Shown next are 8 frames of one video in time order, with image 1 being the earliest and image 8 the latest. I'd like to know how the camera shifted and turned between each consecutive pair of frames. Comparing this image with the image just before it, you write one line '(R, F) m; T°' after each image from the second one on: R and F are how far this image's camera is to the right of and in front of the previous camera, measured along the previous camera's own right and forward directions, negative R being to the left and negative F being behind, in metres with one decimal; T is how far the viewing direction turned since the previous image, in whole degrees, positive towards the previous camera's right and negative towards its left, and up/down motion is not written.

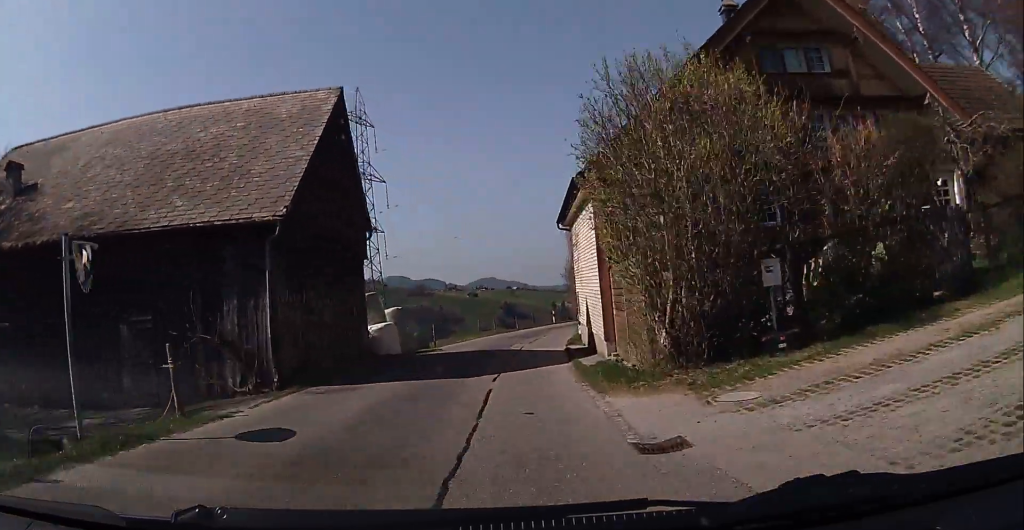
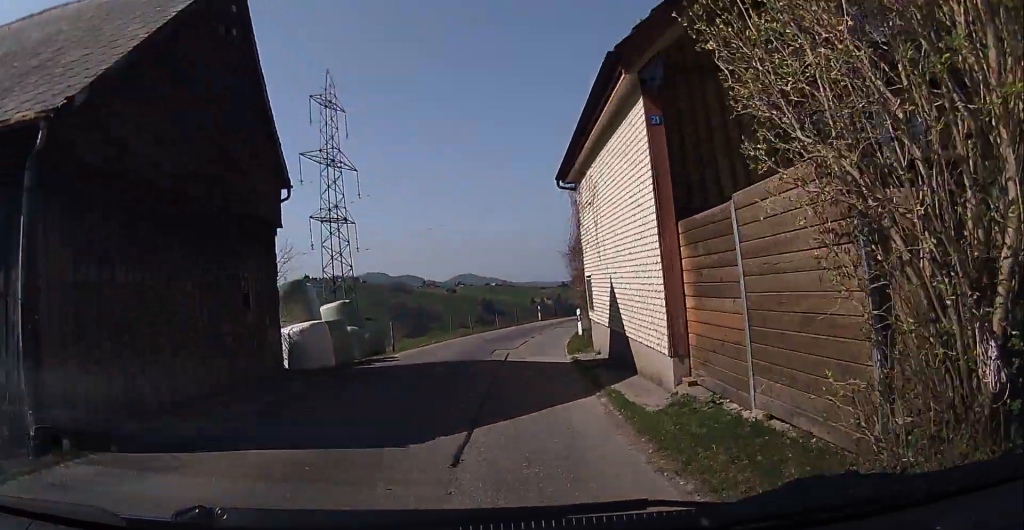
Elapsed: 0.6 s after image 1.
(+0.2, +7.1) m; +1°
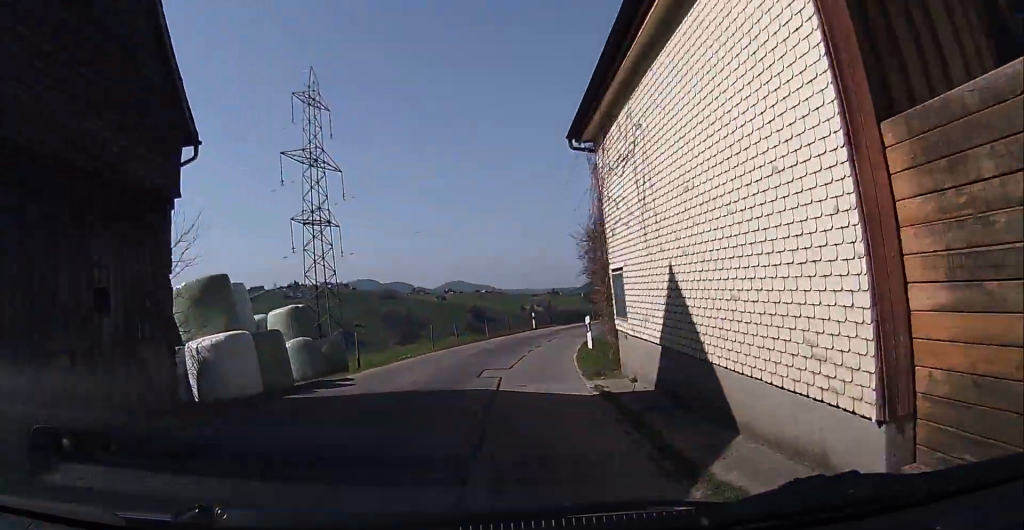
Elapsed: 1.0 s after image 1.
(0.0, +4.7) m; +1°
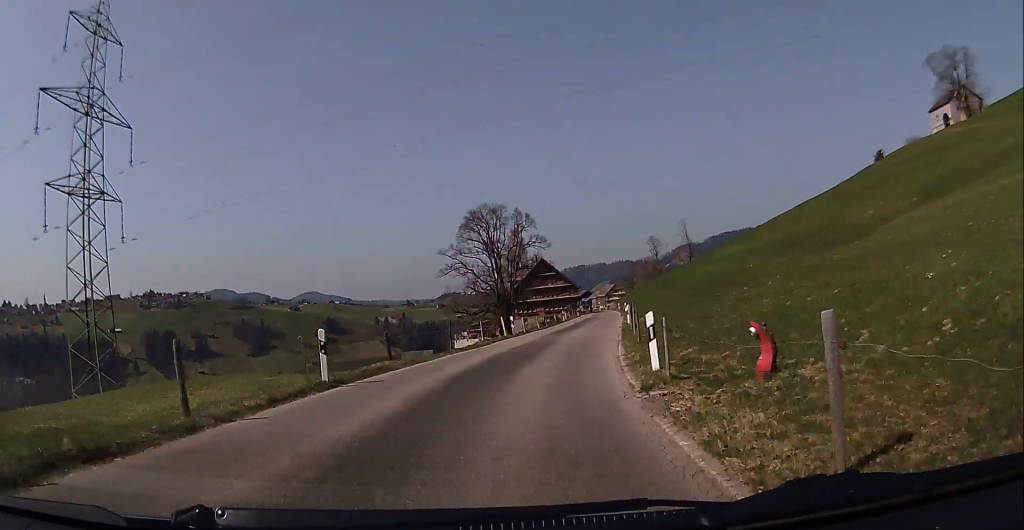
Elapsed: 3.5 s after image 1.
(+2.3, +29.4) m; +10°
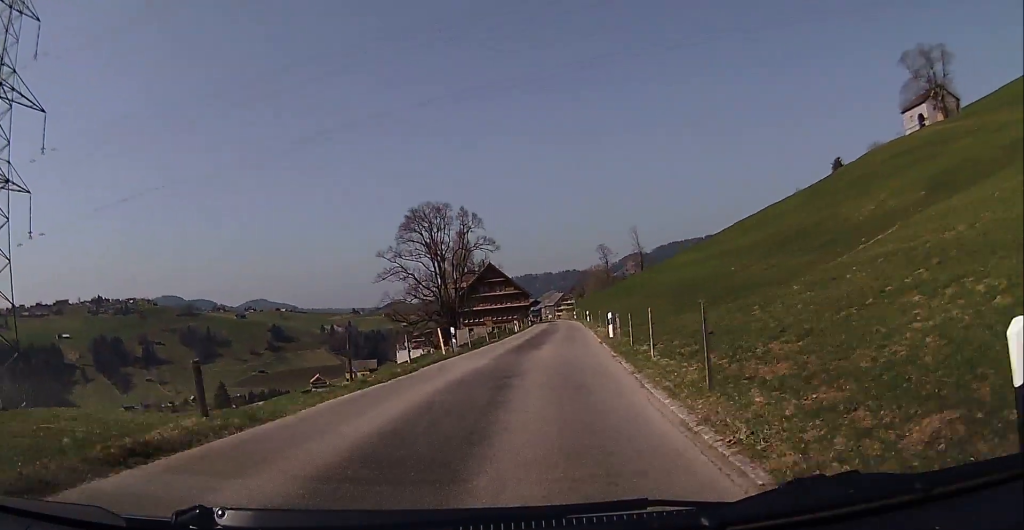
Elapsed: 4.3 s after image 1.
(+0.3, +8.4) m; +3°
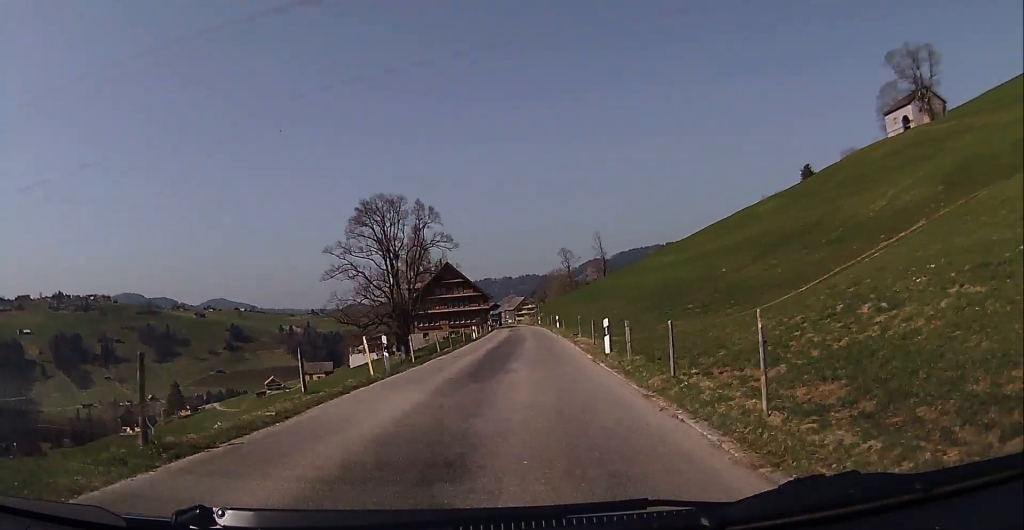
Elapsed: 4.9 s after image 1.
(+0.2, +6.8) m; +2°
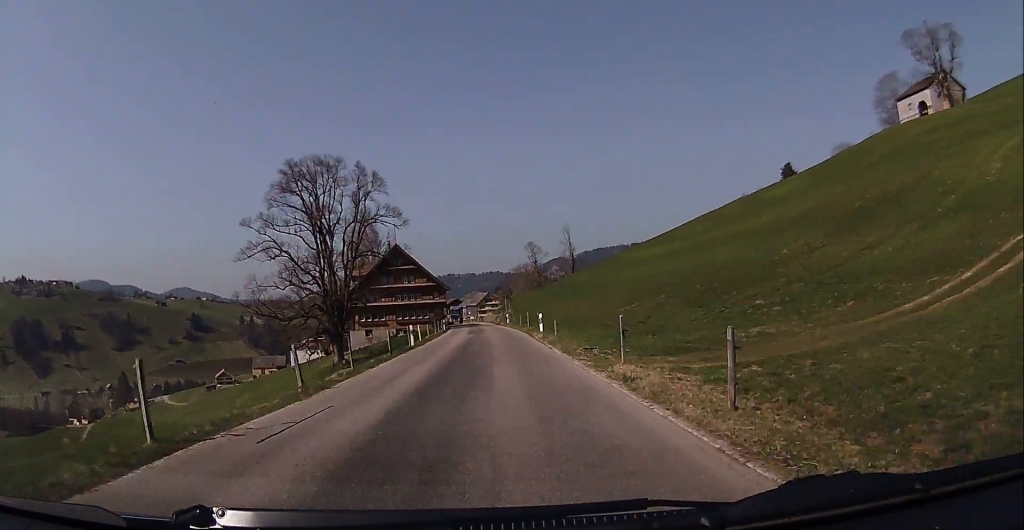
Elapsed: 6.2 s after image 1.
(+0.7, +15.3) m; +6°
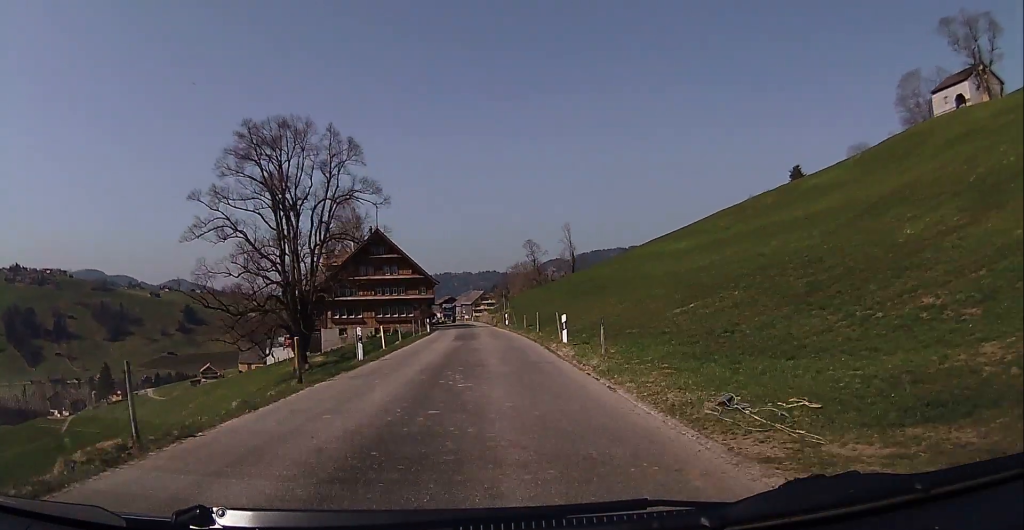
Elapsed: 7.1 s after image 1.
(+0.4, +10.7) m; +3°
